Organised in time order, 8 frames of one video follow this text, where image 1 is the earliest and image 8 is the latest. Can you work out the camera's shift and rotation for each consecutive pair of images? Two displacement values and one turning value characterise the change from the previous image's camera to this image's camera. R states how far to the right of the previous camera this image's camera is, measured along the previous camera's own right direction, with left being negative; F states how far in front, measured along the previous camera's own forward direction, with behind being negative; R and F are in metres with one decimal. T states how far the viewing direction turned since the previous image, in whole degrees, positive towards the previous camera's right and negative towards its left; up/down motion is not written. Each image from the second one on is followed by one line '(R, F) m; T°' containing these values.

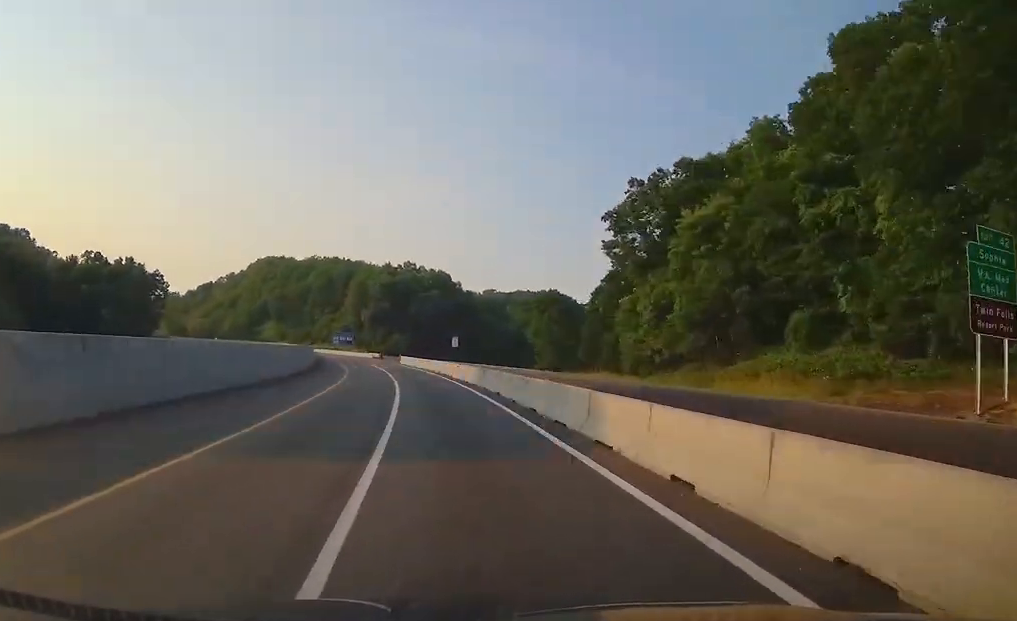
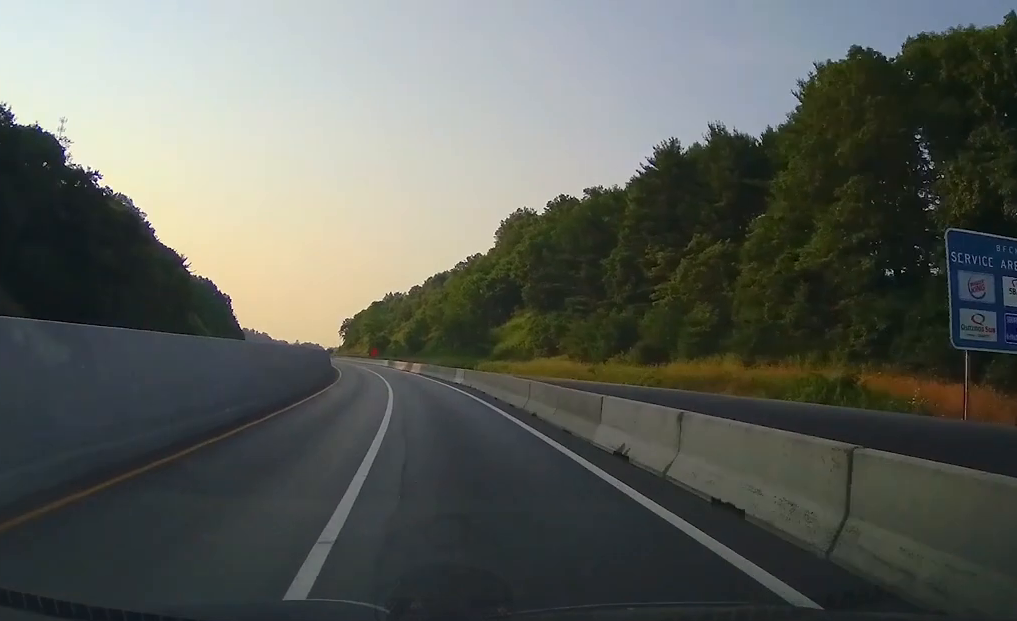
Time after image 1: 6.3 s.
(-38.9, +184.9) m; -22°
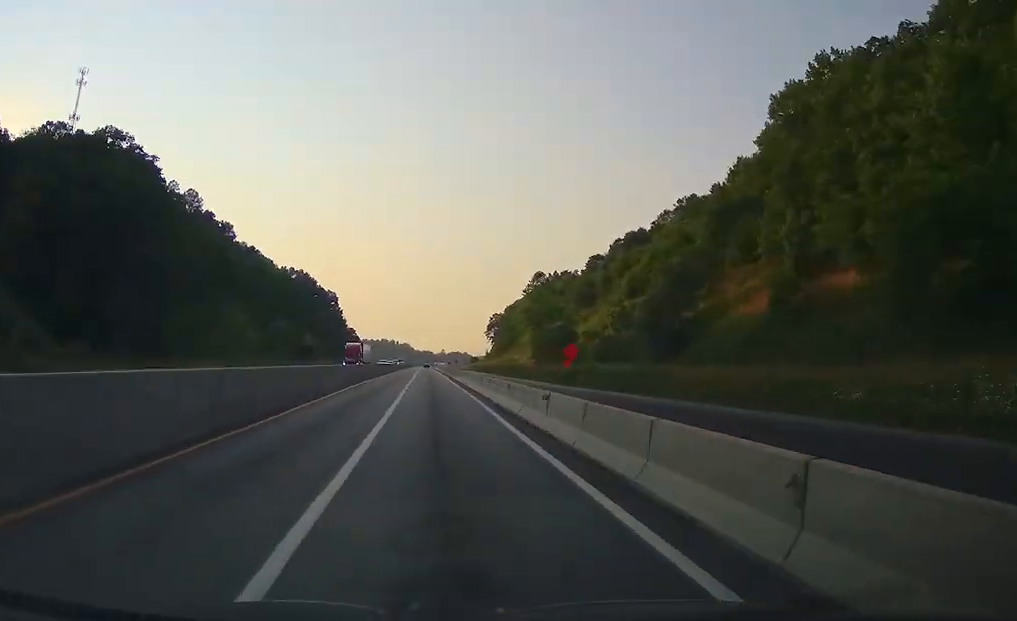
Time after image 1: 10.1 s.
(-11.8, +116.8) m; -7°
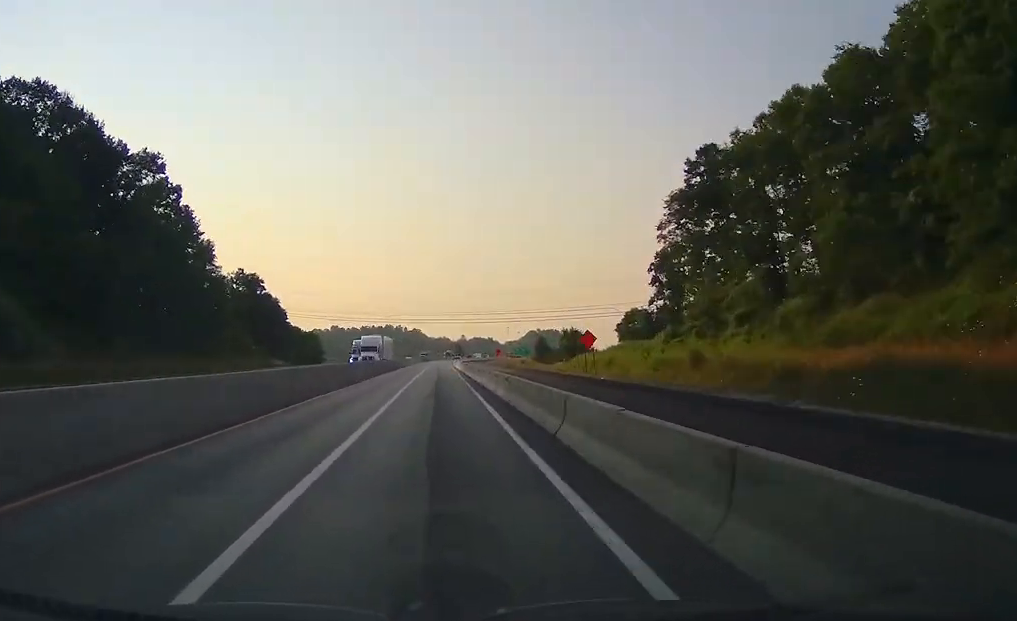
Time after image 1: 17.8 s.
(-7.5, +231.2) m; -1°
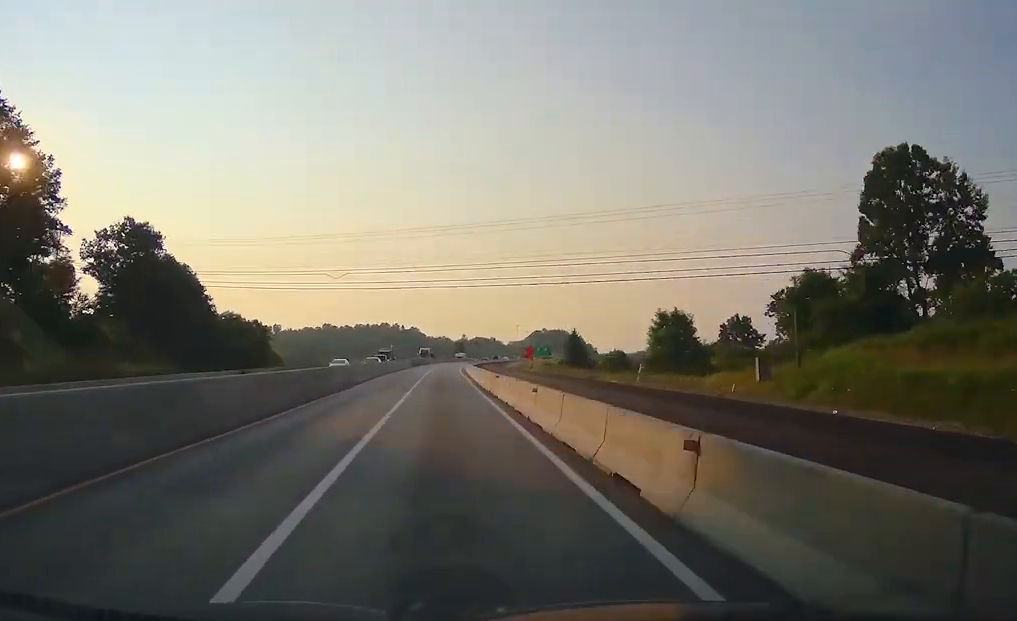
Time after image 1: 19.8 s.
(-0.1, +60.1) m; +1°
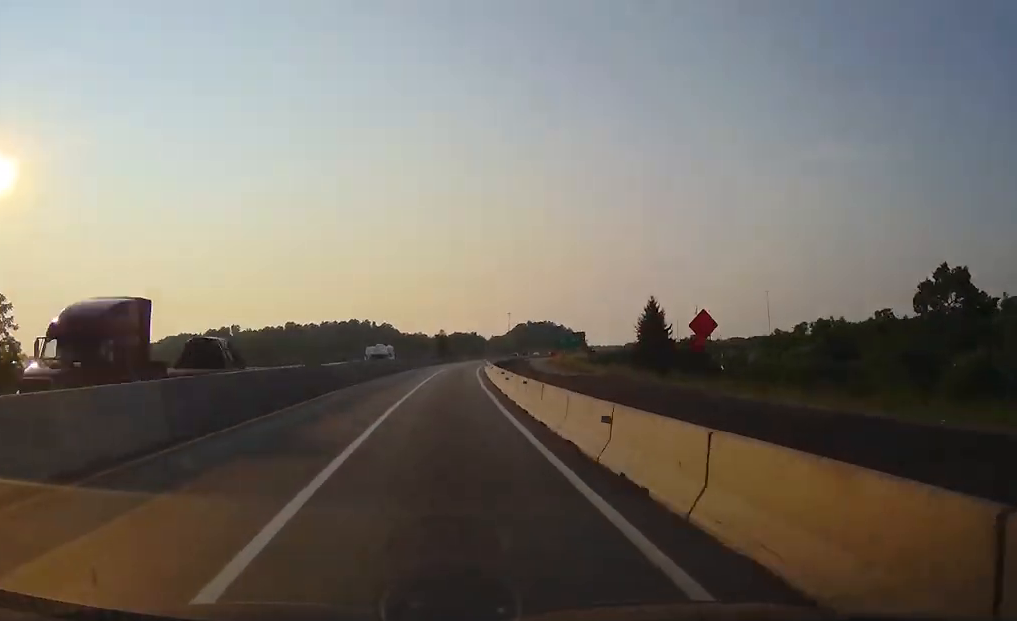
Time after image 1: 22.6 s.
(+0.8, +83.3) m; +3°
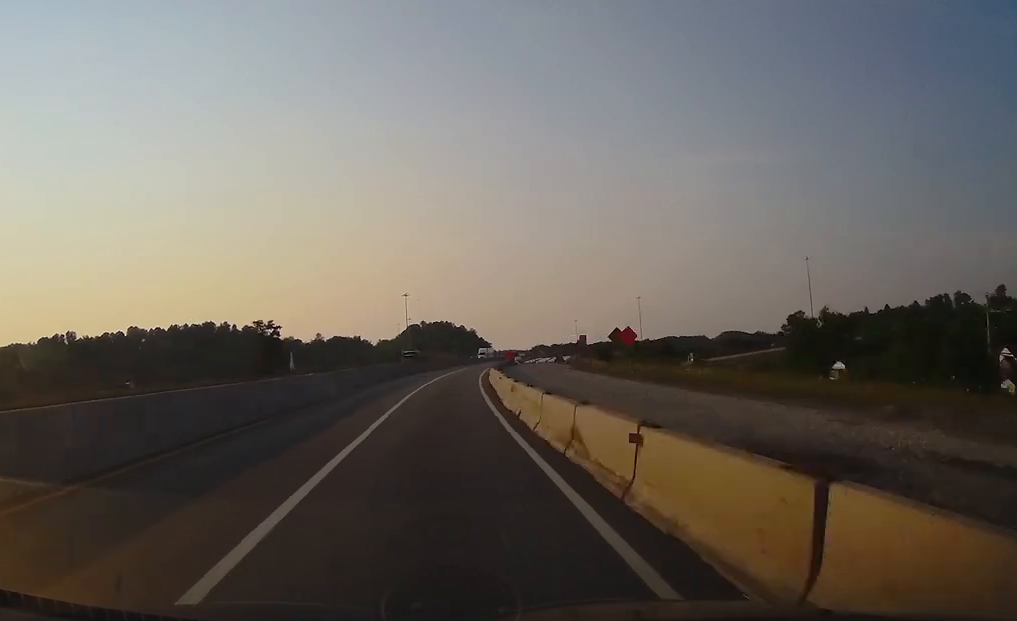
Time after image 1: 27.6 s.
(+9.7, +147.9) m; +8°
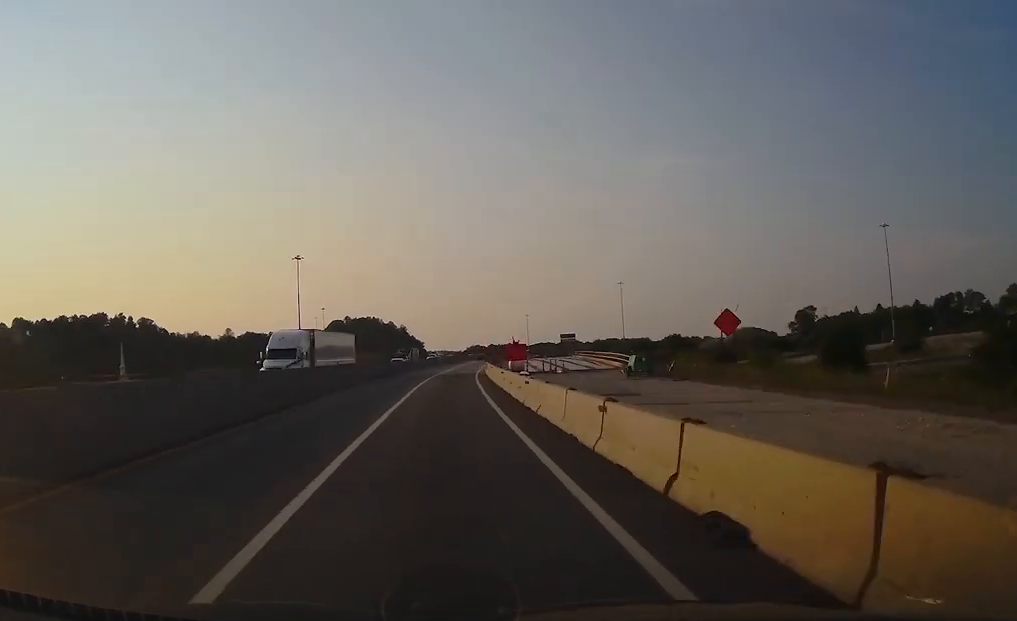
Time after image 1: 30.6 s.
(+4.1, +85.1) m; +5°
